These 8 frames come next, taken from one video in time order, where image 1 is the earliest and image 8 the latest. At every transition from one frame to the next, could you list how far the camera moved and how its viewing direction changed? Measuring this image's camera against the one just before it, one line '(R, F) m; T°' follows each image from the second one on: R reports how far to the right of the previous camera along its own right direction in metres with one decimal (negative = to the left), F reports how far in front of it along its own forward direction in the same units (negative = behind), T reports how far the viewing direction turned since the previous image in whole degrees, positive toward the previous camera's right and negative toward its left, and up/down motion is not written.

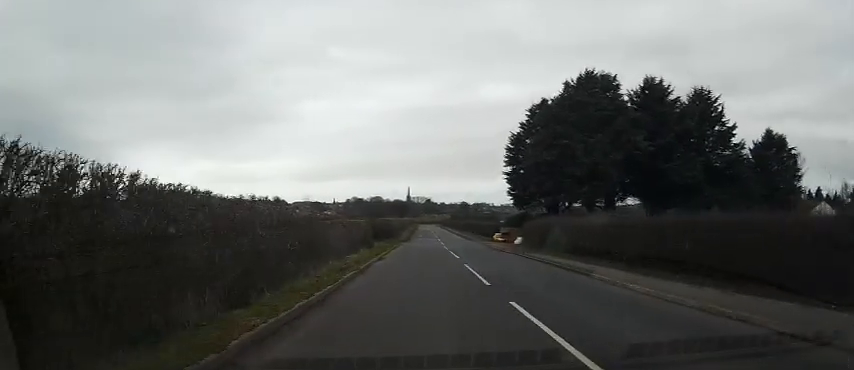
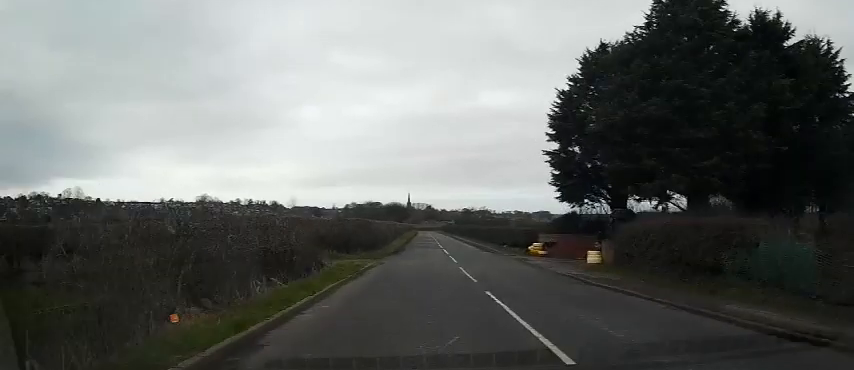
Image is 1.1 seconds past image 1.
(+0.1, +16.5) m; 0°
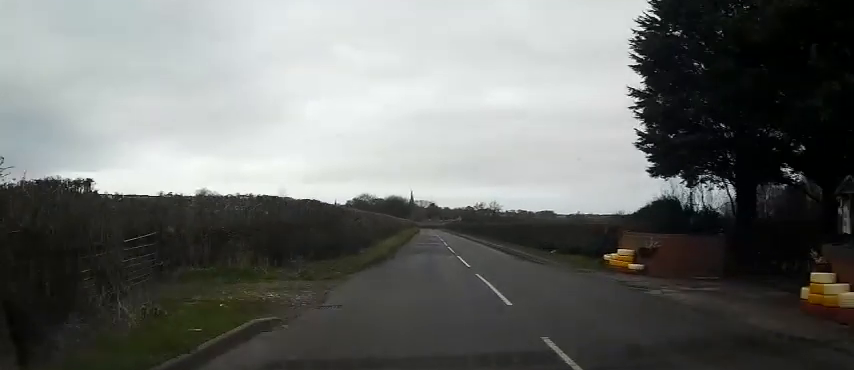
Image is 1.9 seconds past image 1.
(0.0, +13.6) m; +1°
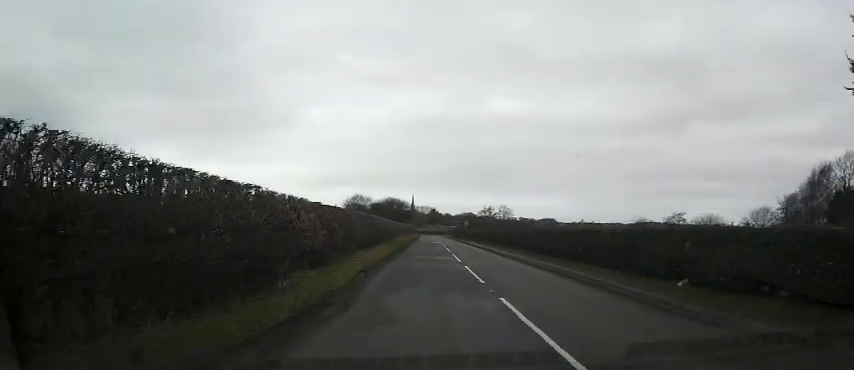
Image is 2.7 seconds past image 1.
(+0.2, +12.6) m; +1°
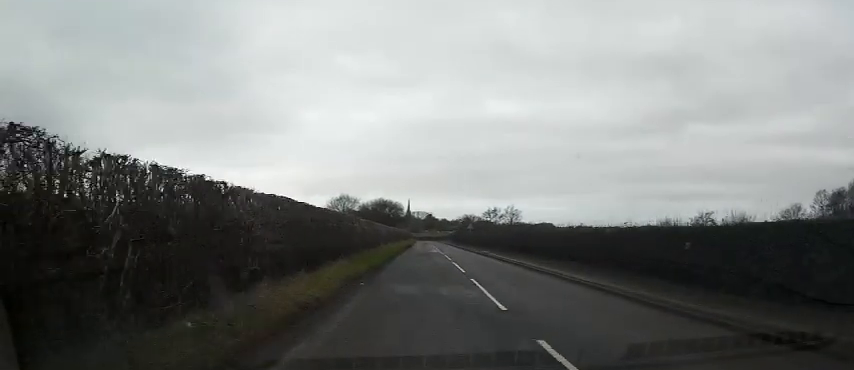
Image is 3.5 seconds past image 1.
(+0.2, +13.7) m; 0°
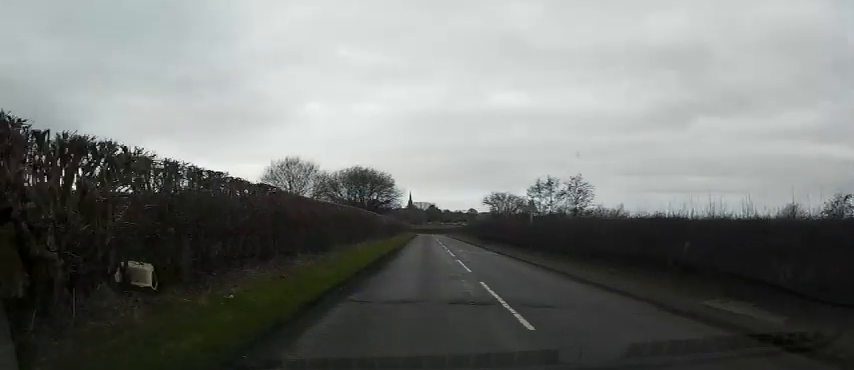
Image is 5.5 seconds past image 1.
(-0.6, +37.1) m; -1°
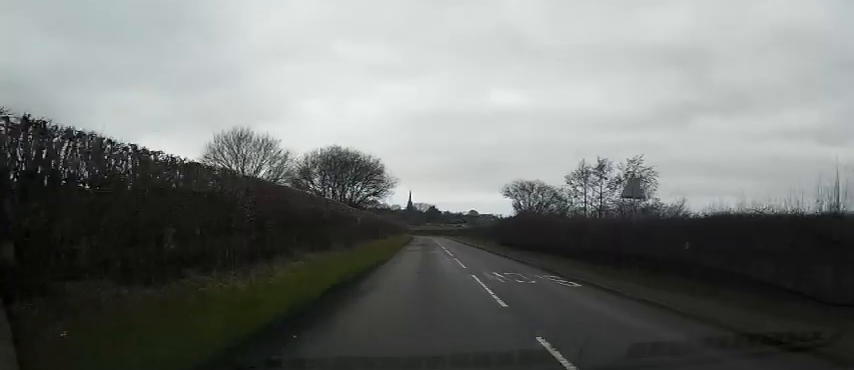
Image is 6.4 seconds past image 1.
(0.0, +15.1) m; 0°
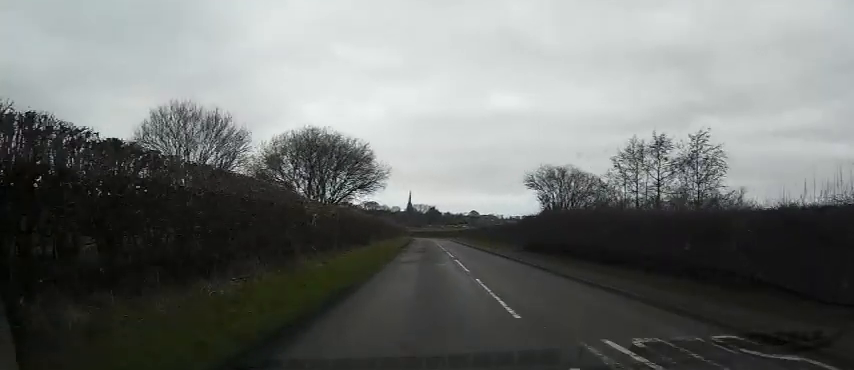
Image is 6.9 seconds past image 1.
(0.0, +9.8) m; 0°
